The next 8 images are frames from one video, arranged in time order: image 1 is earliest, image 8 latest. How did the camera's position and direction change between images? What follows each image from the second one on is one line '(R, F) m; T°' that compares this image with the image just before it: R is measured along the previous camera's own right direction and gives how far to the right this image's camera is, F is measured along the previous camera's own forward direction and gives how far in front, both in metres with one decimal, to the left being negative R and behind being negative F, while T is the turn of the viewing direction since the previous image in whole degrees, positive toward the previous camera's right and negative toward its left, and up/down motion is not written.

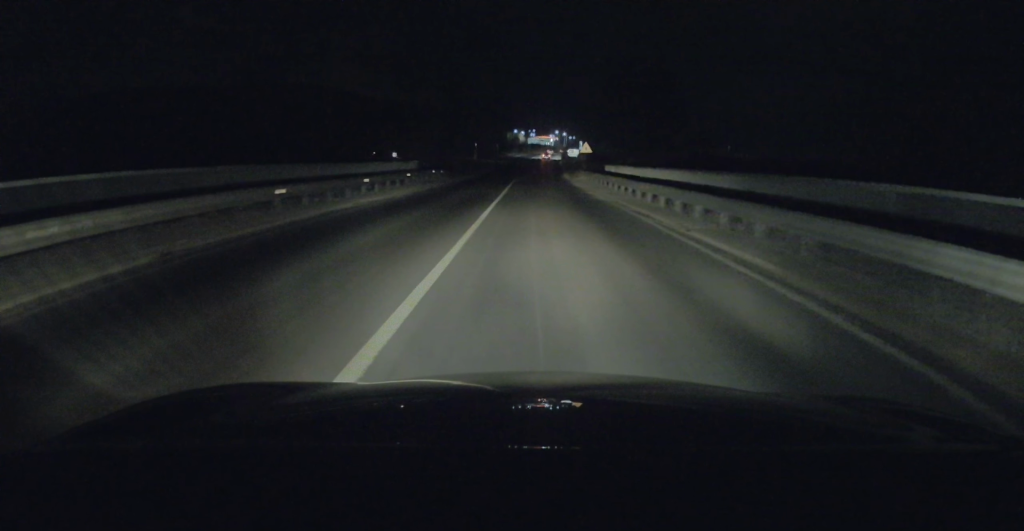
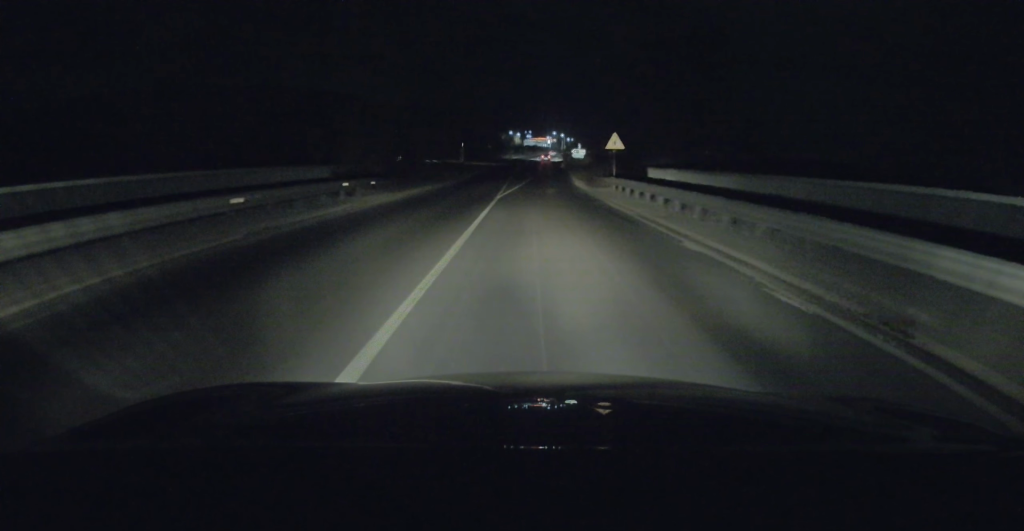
(0.0, +18.9) m; 0°
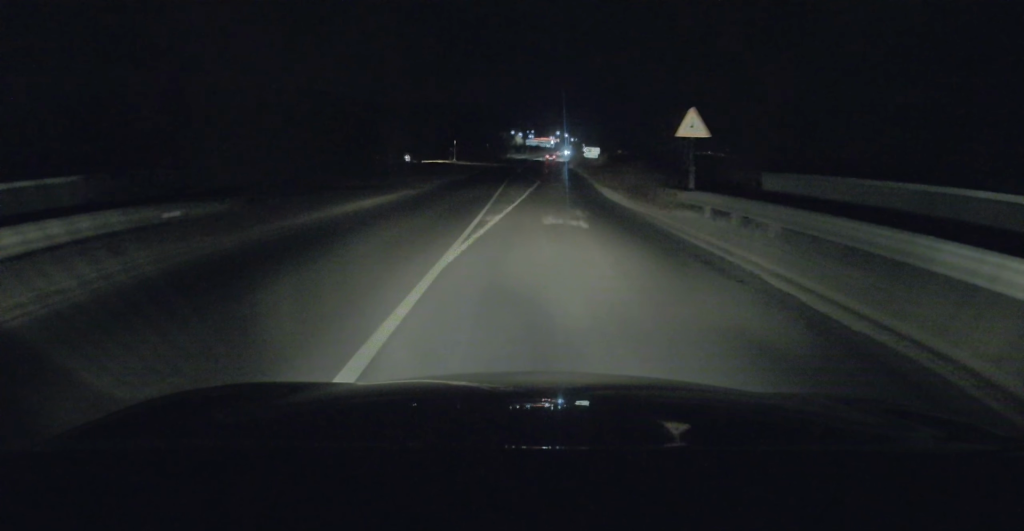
(+0.1, +15.4) m; 0°
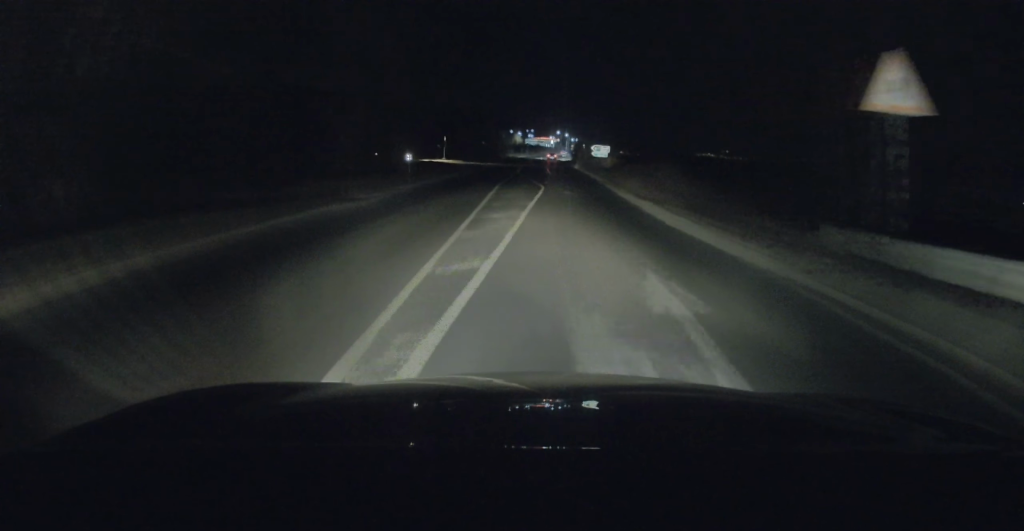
(0.0, +10.4) m; 0°
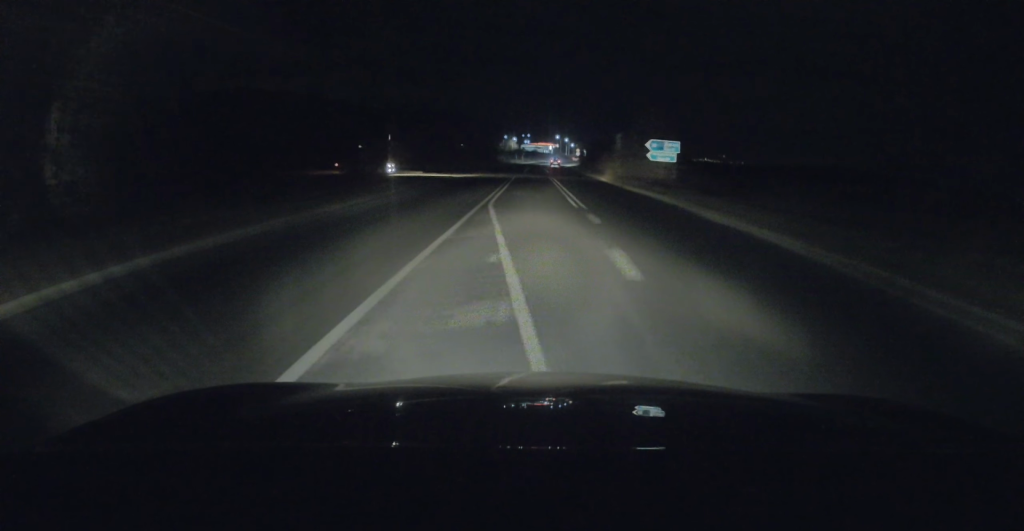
(+0.1, +34.4) m; 0°
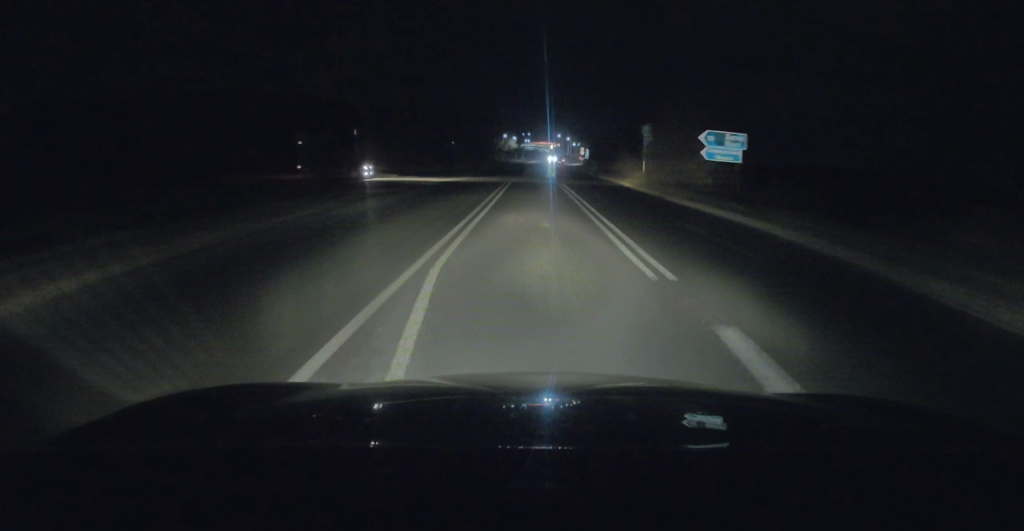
(0.0, +12.5) m; 0°
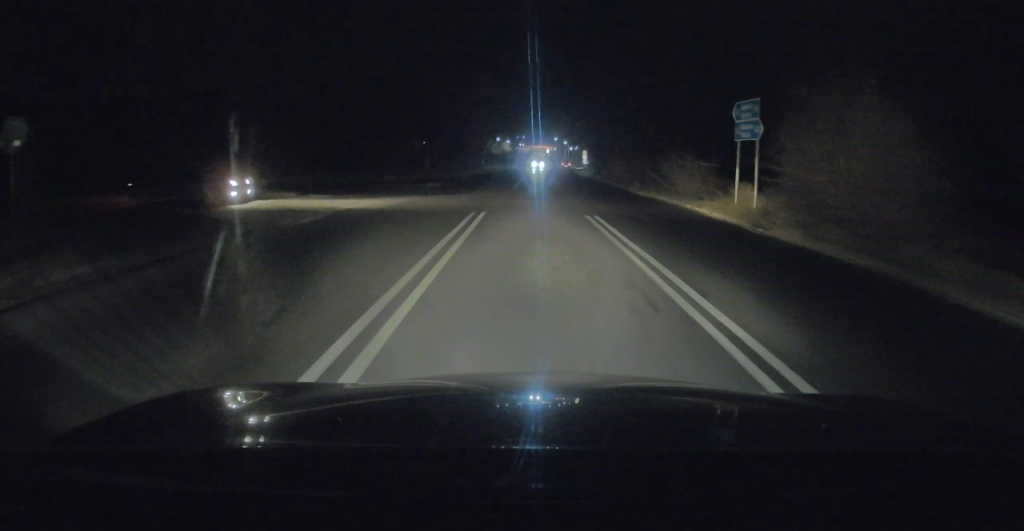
(+0.1, +22.8) m; +1°
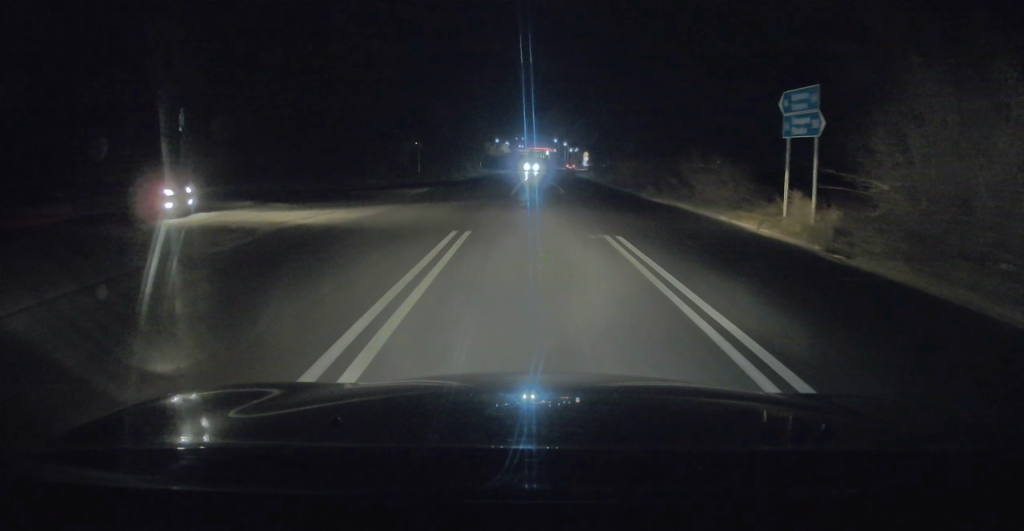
(+0.1, +5.3) m; +2°
